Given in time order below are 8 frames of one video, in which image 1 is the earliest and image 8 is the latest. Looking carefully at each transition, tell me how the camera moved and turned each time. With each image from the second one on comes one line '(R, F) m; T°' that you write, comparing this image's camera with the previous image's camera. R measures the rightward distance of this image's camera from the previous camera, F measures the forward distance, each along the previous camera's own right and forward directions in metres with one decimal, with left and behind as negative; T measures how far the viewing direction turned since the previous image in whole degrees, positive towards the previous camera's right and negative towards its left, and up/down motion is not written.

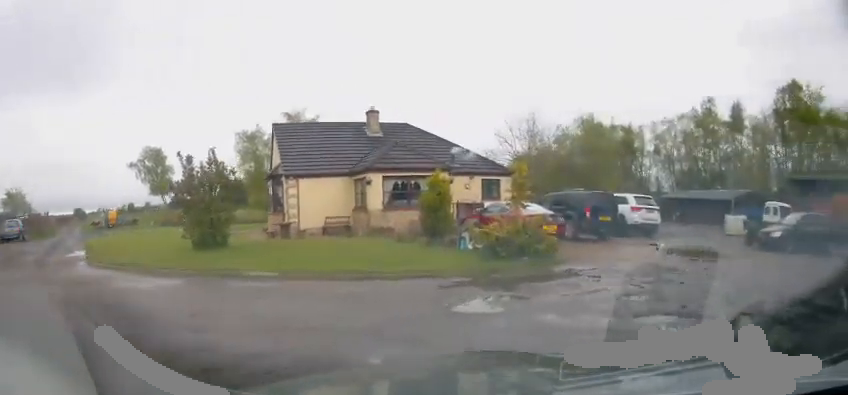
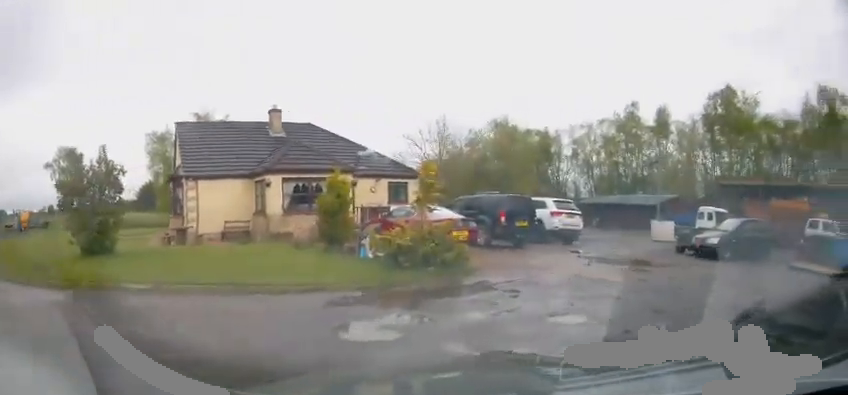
(+0.5, +1.2) m; +11°
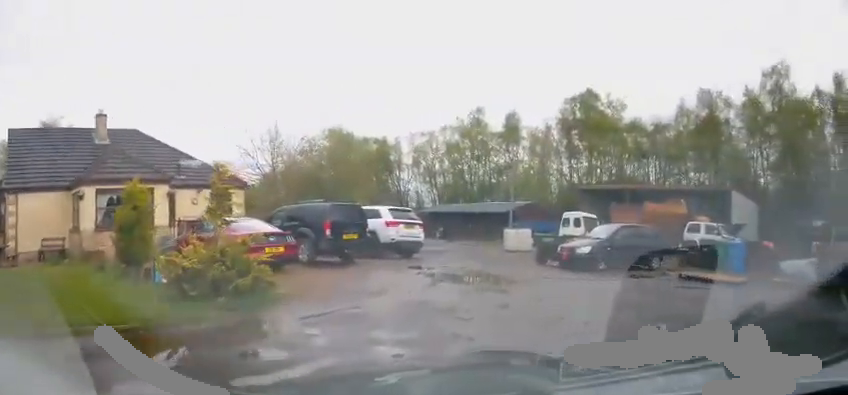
(+0.4, +2.4) m; +12°
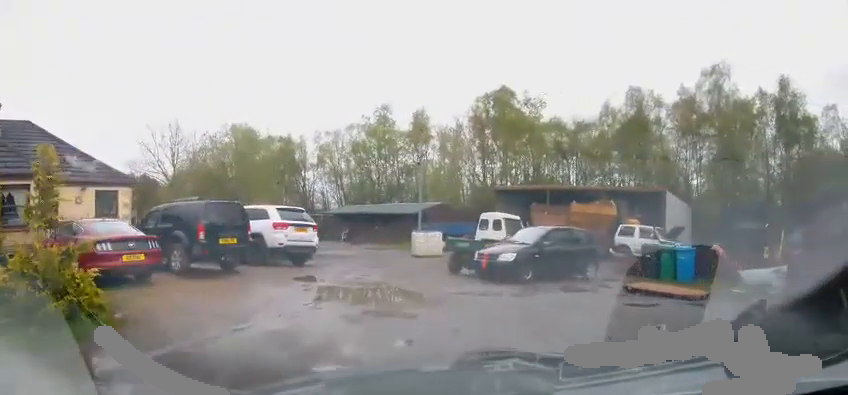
(+0.1, +2.3) m; +9°
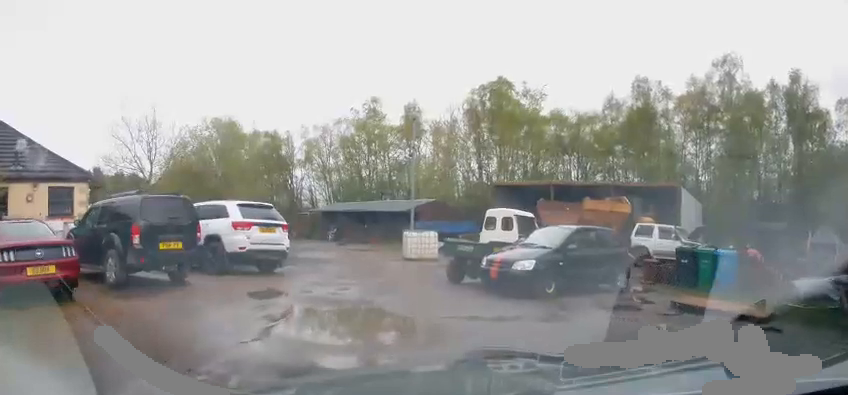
(+0.4, +2.5) m; 0°
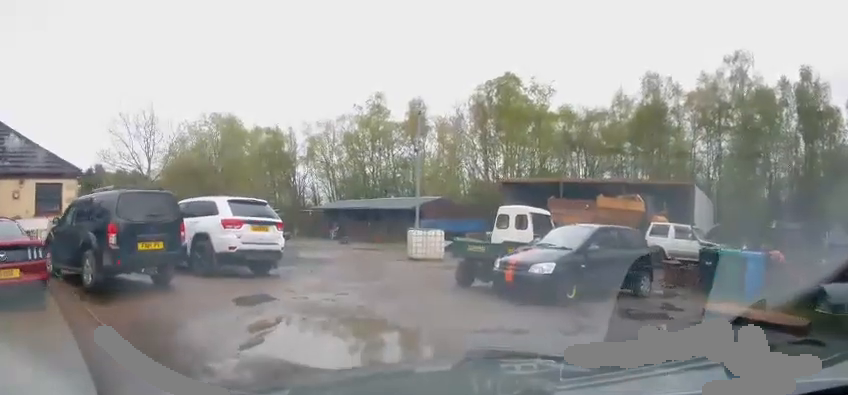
(-0.2, +0.8) m; -8°
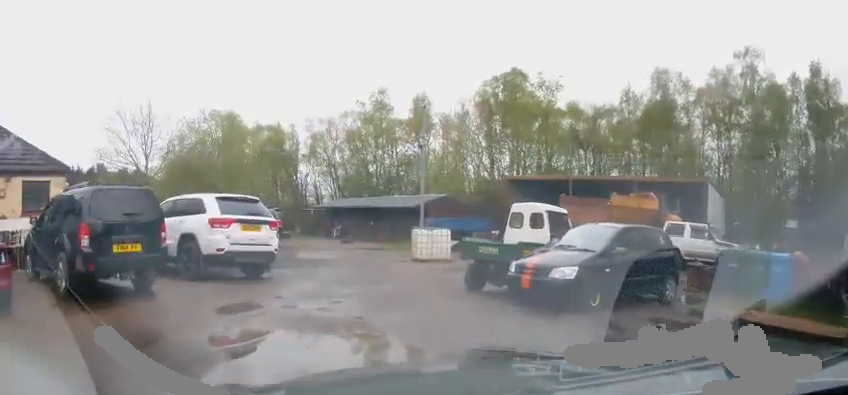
(-0.1, +0.9) m; -7°
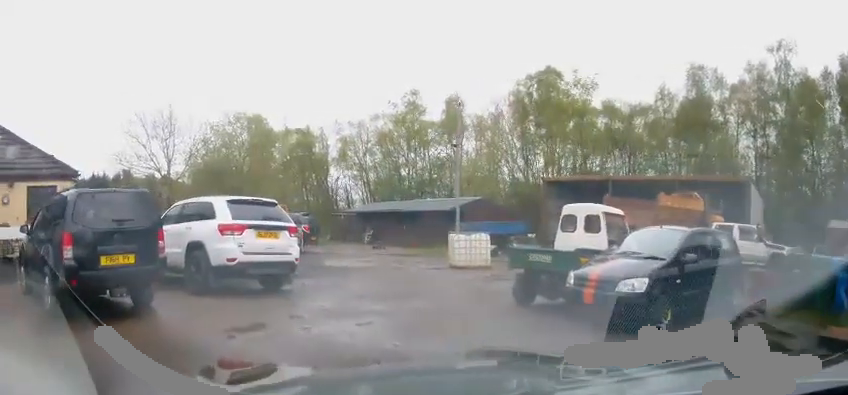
(-0.1, +1.6) m; 0°
